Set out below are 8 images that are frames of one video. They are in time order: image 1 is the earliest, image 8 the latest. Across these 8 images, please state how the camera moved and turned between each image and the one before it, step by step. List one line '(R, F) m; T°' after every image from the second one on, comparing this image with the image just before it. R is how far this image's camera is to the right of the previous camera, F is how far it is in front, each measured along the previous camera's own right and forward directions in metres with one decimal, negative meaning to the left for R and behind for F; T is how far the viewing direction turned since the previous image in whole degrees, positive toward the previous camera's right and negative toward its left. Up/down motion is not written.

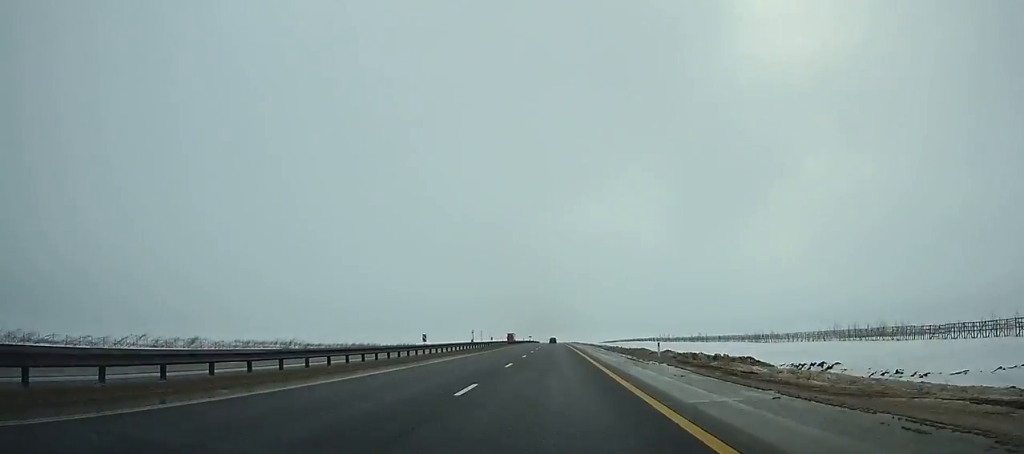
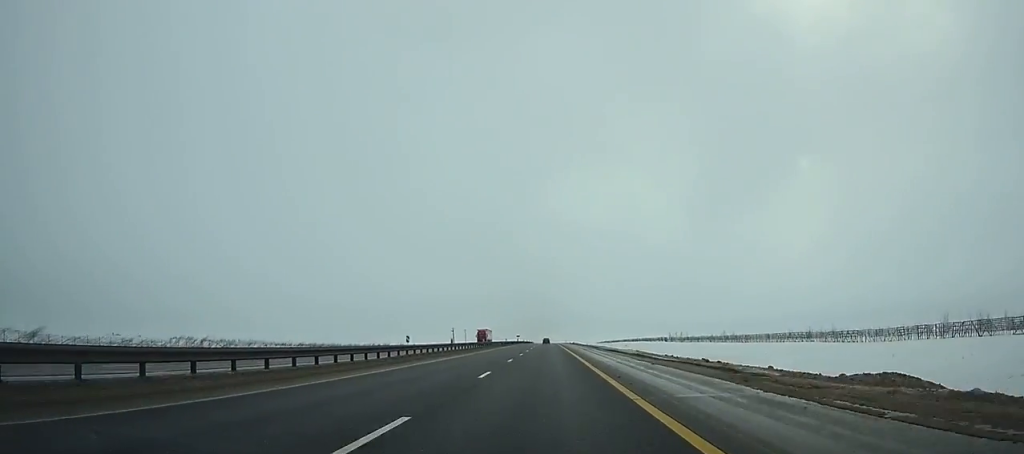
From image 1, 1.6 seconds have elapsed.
(0.0, +43.2) m; 0°
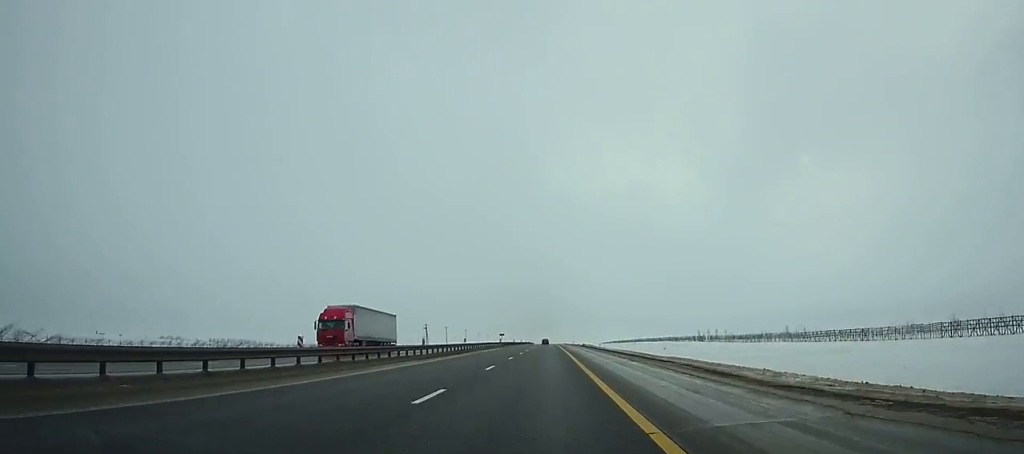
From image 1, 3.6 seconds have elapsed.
(0.0, +54.3) m; 0°
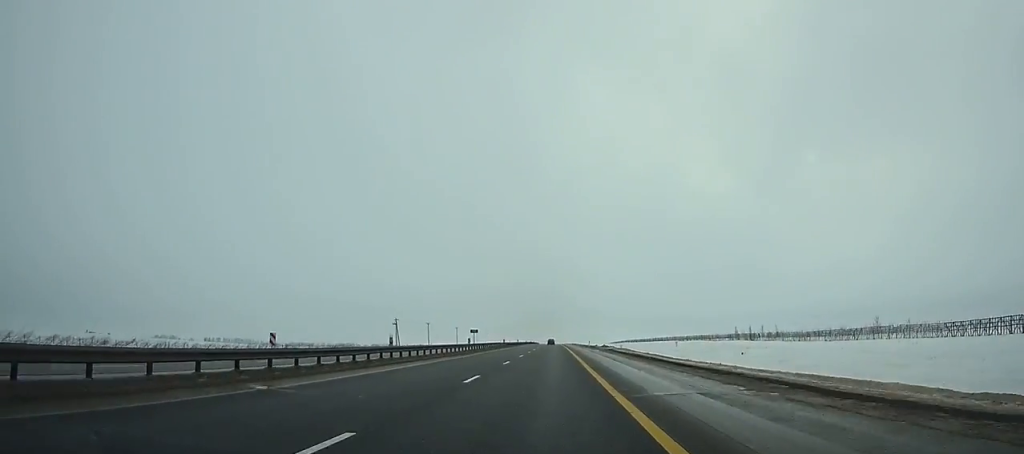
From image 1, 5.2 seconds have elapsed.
(-0.1, +43.6) m; 0°
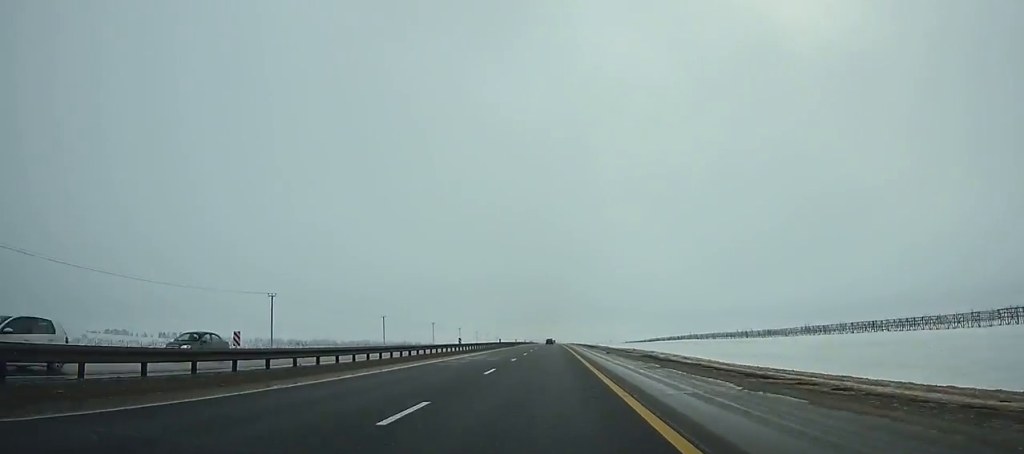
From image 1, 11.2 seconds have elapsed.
(-0.9, +164.7) m; -1°
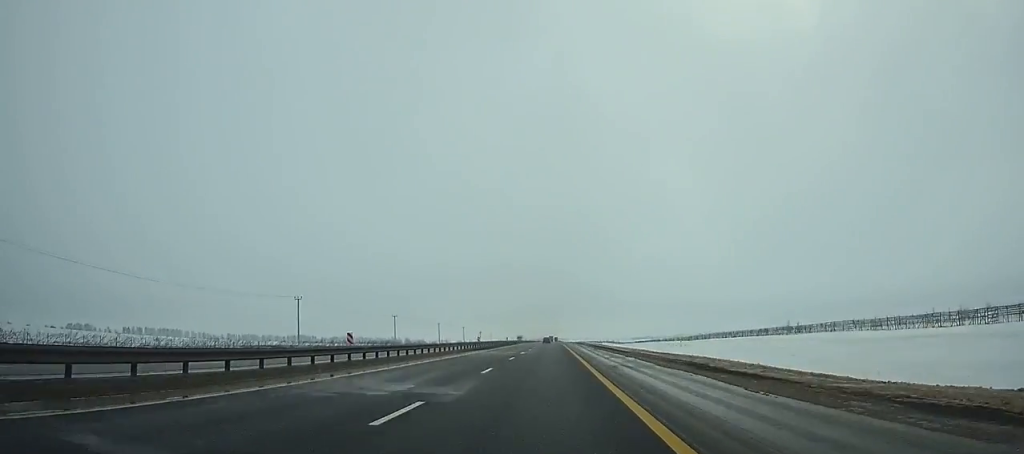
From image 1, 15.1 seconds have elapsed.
(-0.5, +108.1) m; -1°
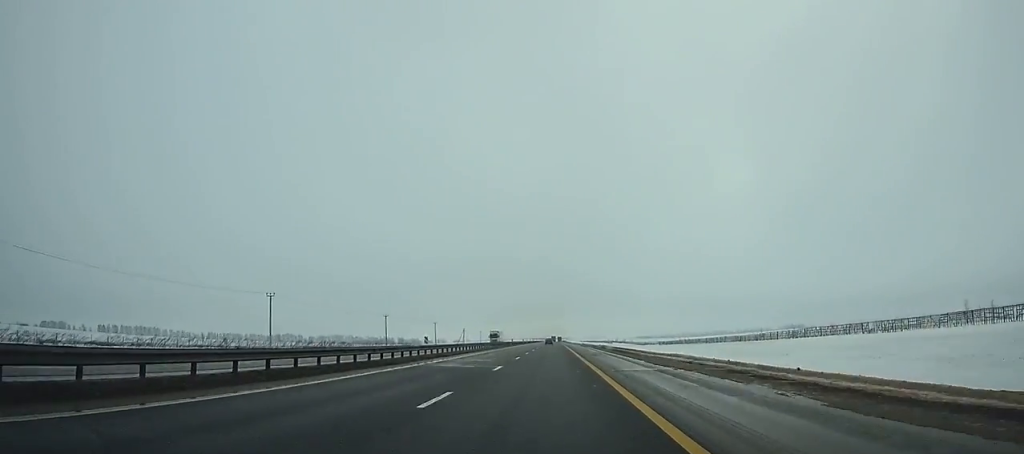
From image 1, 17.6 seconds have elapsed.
(-0.3, +69.6) m; 0°
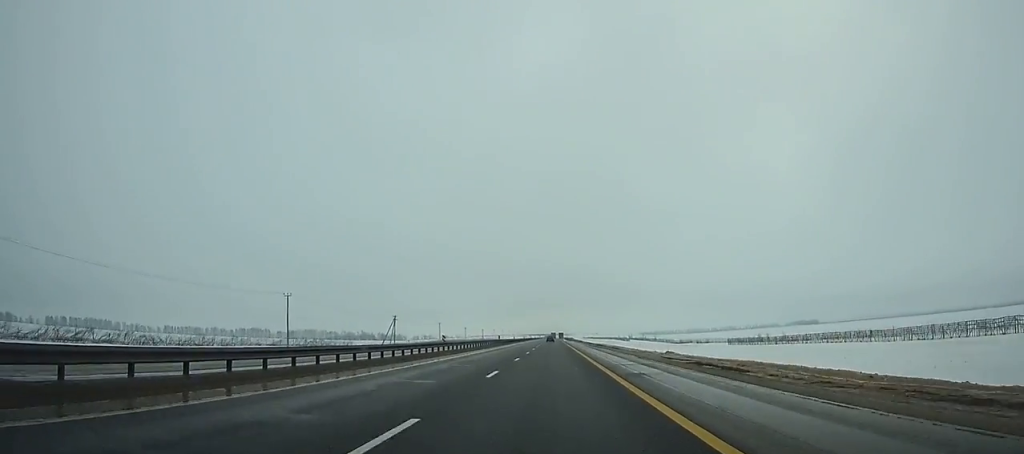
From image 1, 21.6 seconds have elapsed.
(-0.3, +112.0) m; 0°
